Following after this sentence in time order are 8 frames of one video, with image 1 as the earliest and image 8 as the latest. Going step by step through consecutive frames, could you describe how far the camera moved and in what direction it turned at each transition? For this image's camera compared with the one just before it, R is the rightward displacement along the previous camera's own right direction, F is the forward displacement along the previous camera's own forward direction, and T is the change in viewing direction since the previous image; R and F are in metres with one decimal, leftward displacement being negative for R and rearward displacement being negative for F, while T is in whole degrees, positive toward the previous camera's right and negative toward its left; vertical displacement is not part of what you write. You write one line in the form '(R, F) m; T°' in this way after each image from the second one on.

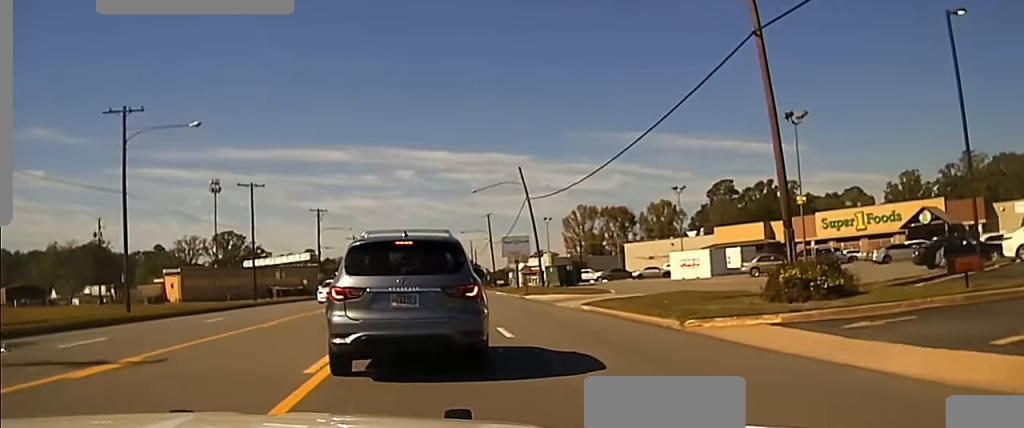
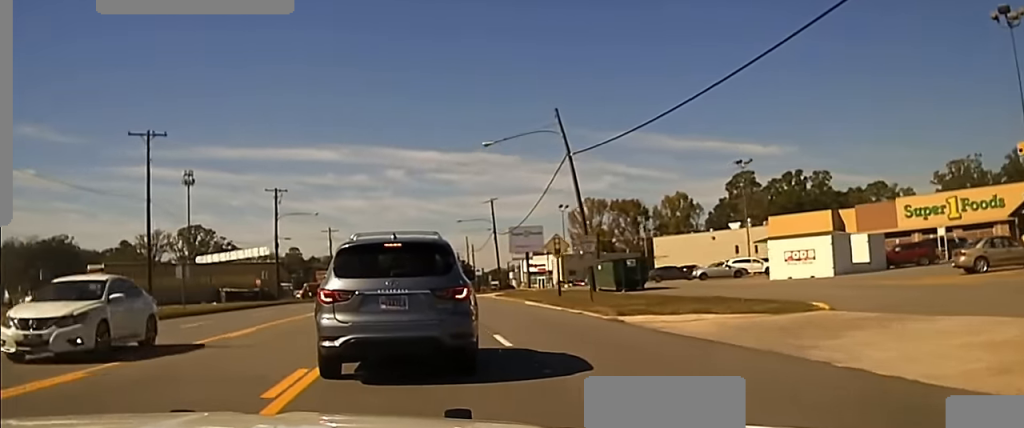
(0.0, +28.2) m; 0°
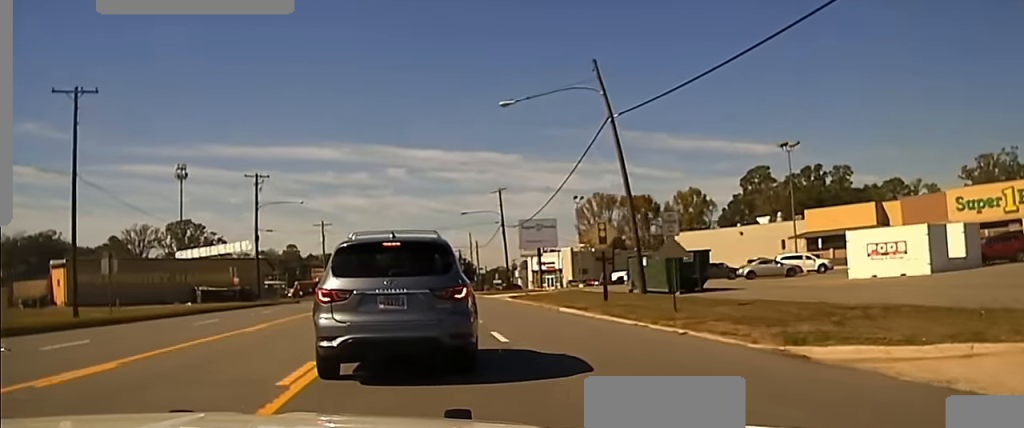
(0.0, +11.6) m; 0°
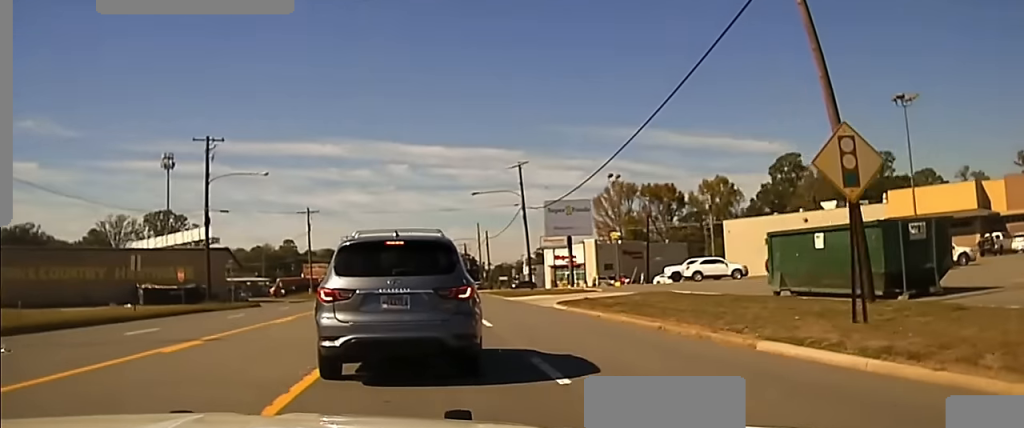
(-0.1, +20.1) m; -2°
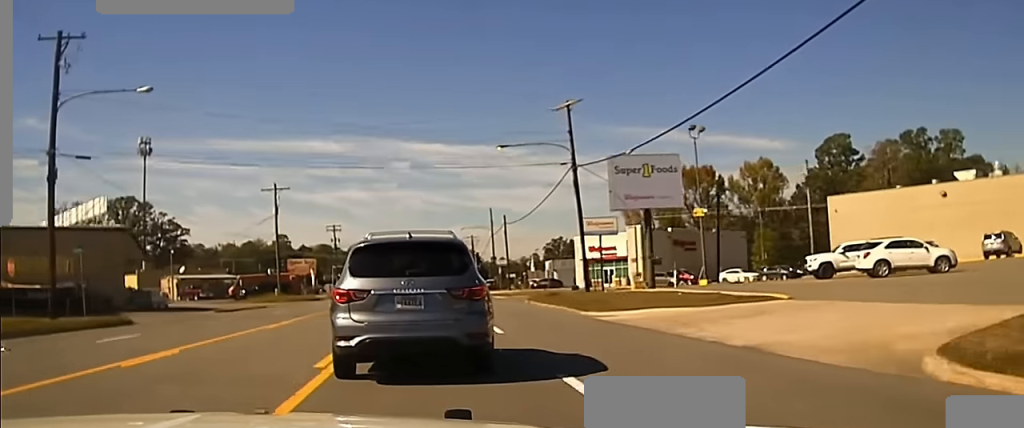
(-0.6, +27.0) m; -1°
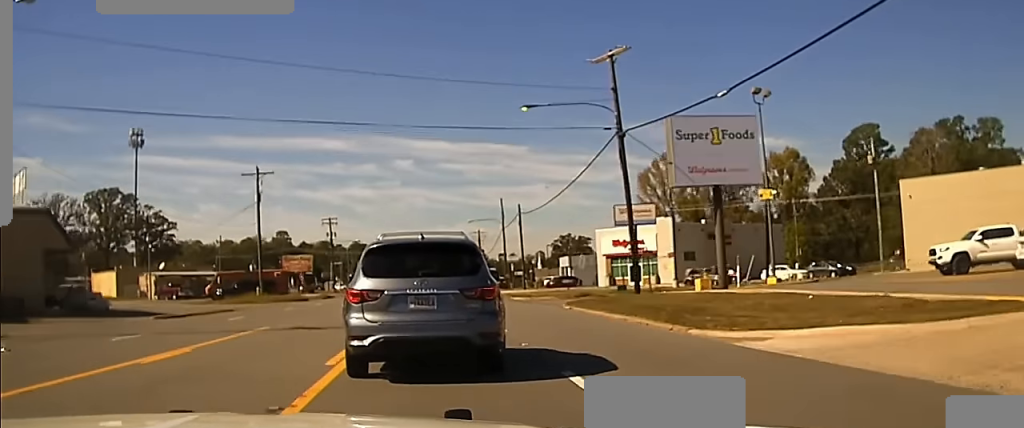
(+0.1, +11.2) m; 0°
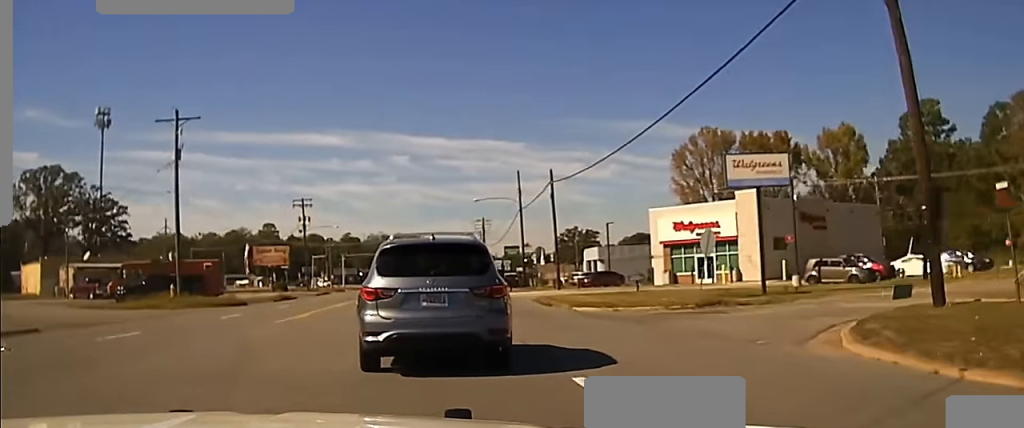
(-0.3, +25.0) m; 0°
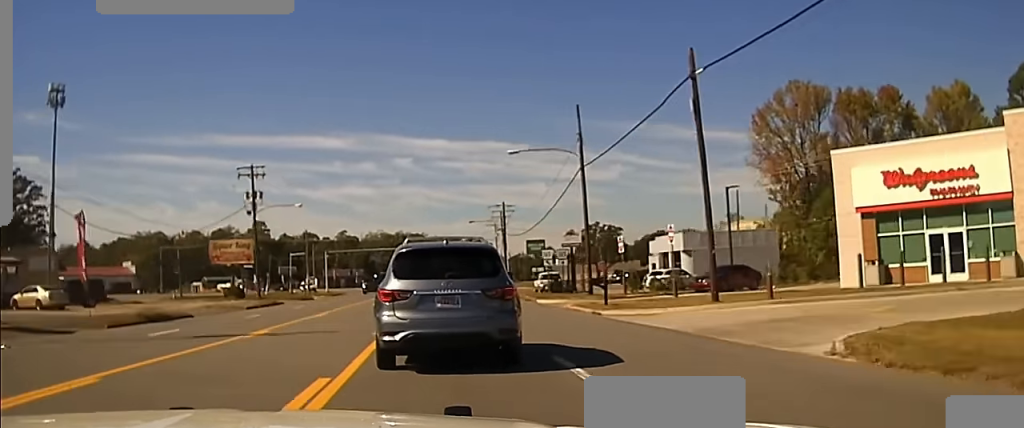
(+0.8, +33.3) m; +1°
